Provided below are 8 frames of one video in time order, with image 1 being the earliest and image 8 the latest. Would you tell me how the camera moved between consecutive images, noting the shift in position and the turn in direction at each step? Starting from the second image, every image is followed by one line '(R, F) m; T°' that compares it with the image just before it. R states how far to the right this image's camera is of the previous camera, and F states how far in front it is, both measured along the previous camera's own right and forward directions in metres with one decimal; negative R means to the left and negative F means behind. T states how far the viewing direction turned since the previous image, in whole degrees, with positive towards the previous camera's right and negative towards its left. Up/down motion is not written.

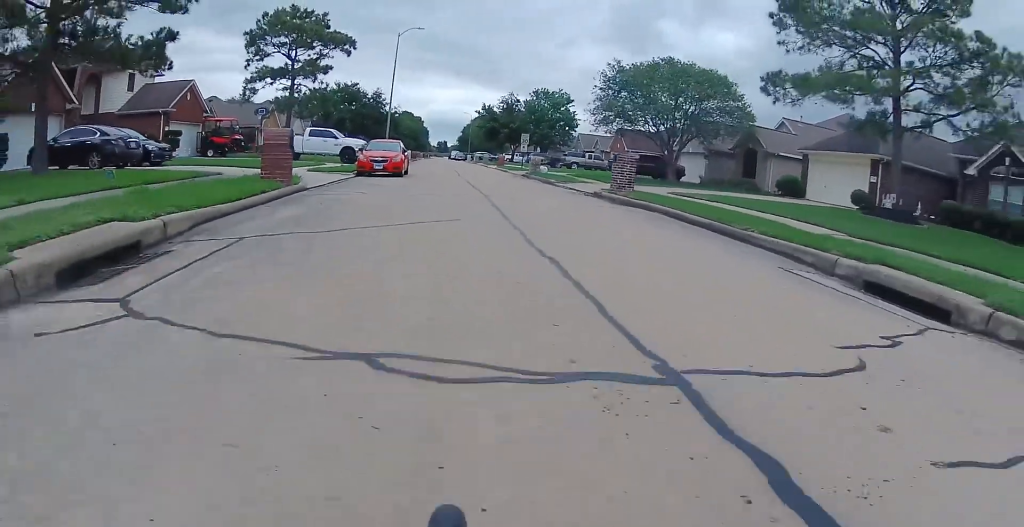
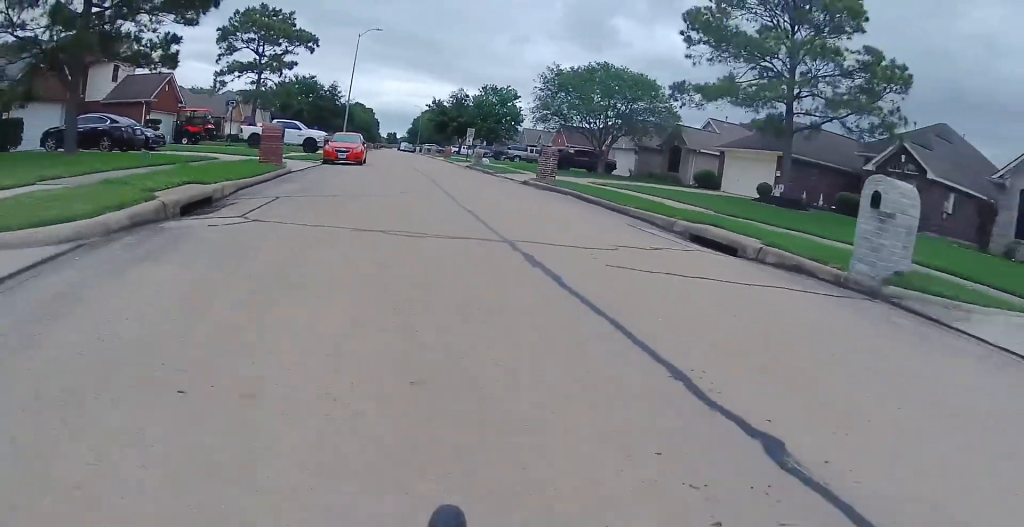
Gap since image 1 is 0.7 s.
(0.0, +3.9) m; +3°
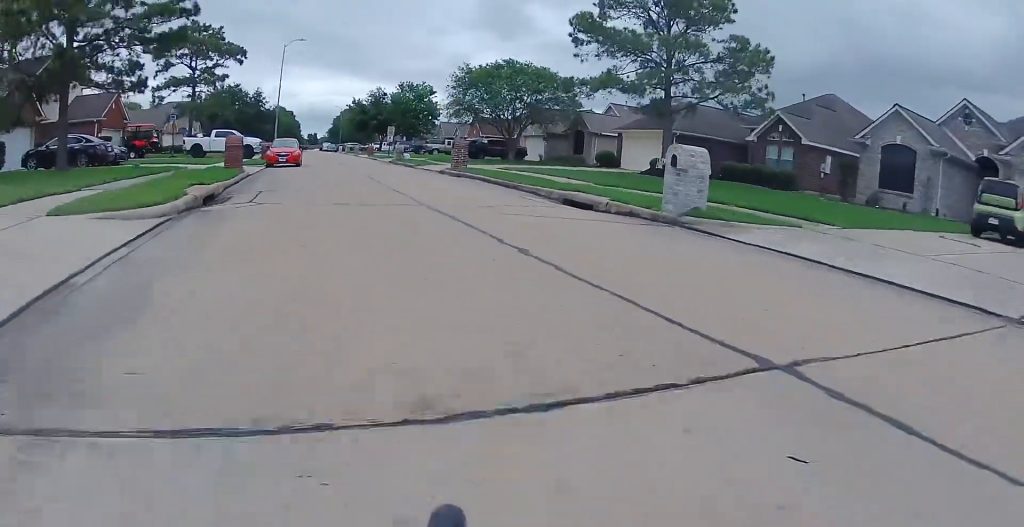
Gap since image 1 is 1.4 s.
(+0.1, +4.0) m; +5°
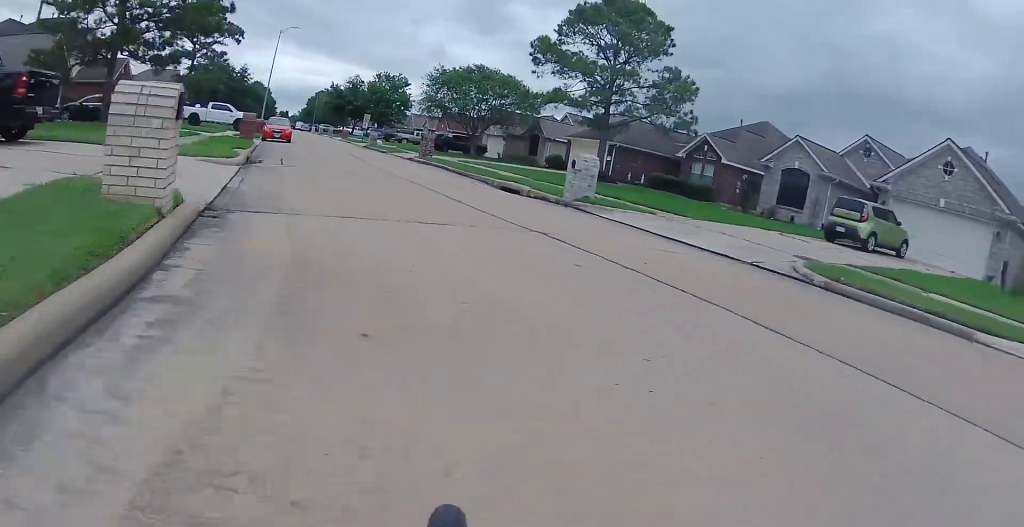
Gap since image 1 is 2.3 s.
(+0.5, +5.4) m; +7°
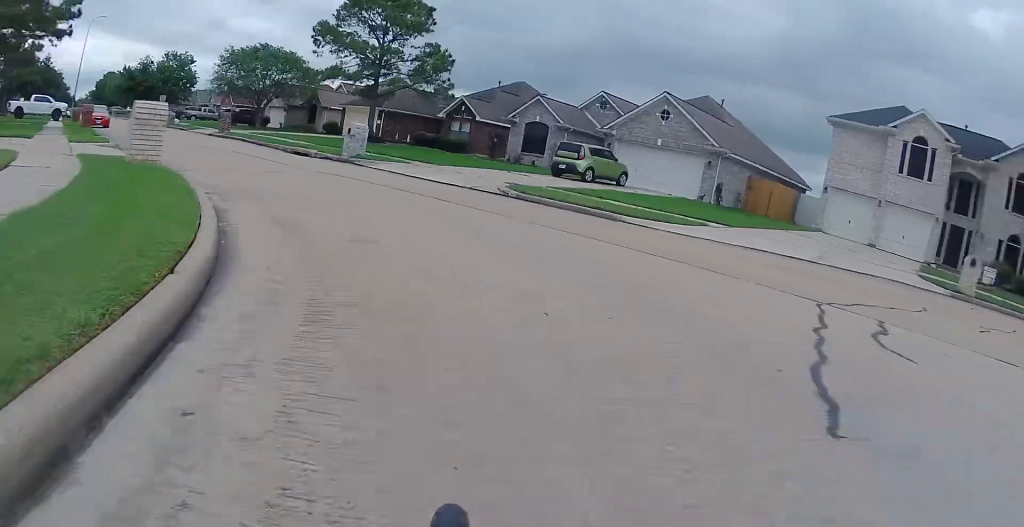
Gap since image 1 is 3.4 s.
(+0.3, +5.9) m; +9°
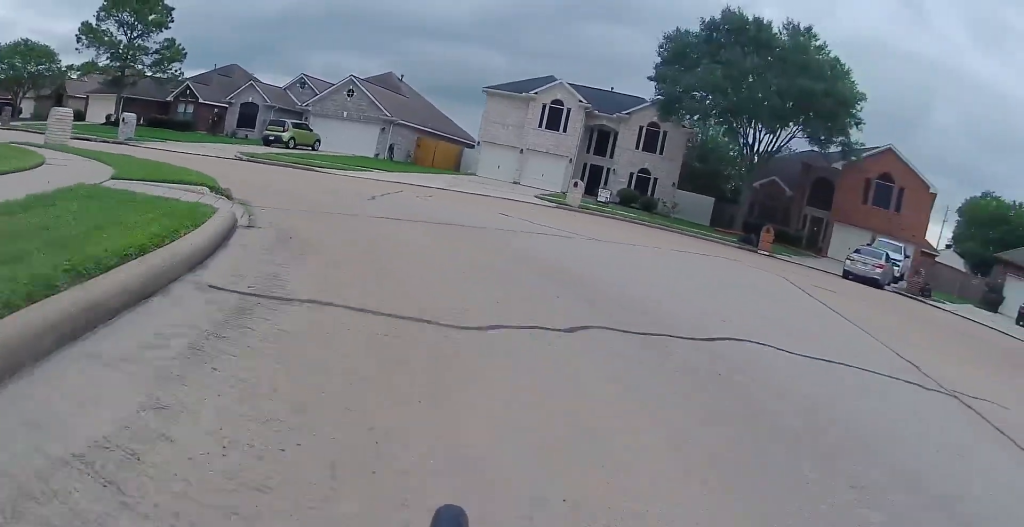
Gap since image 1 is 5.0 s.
(+1.9, +6.7) m; +62°
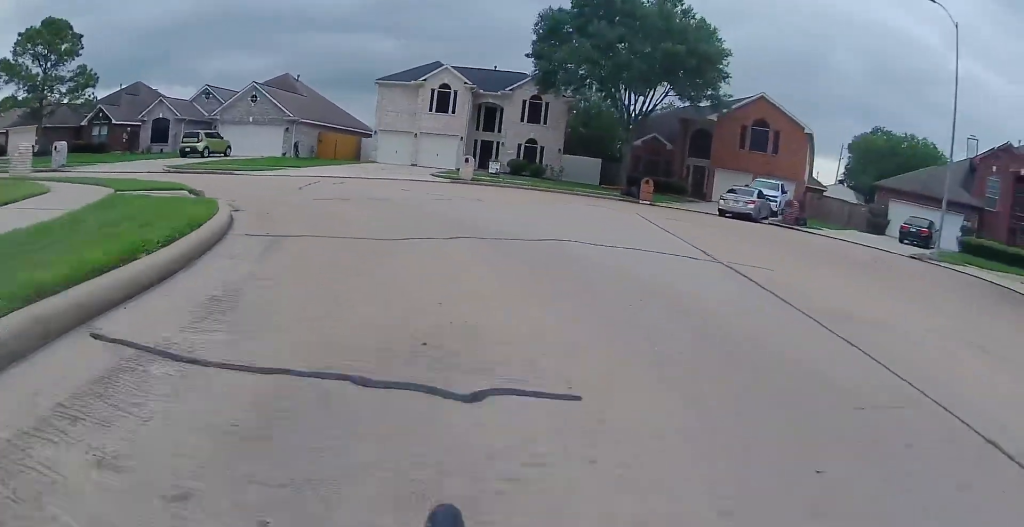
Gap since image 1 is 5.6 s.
(+1.0, +2.8) m; +13°
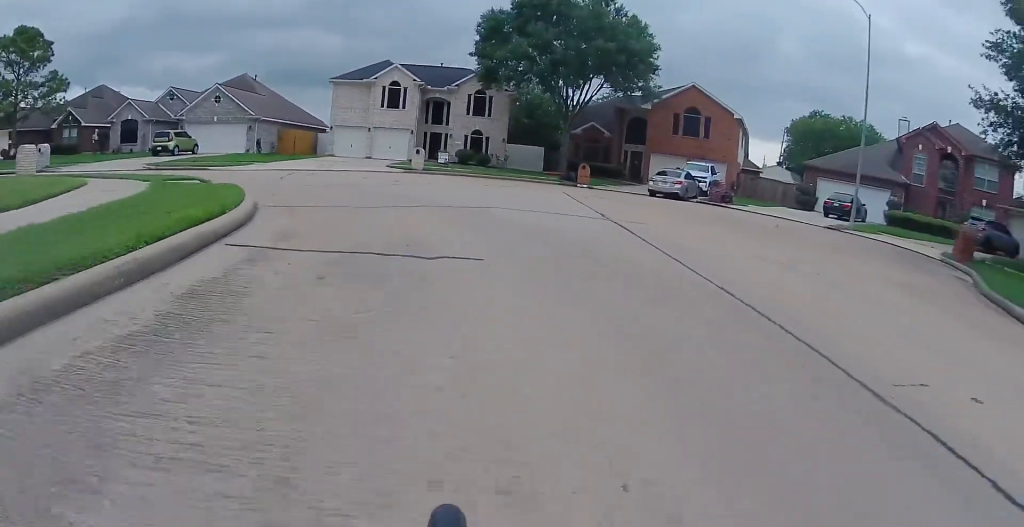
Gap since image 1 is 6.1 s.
(+0.6, +3.0) m; +10°
